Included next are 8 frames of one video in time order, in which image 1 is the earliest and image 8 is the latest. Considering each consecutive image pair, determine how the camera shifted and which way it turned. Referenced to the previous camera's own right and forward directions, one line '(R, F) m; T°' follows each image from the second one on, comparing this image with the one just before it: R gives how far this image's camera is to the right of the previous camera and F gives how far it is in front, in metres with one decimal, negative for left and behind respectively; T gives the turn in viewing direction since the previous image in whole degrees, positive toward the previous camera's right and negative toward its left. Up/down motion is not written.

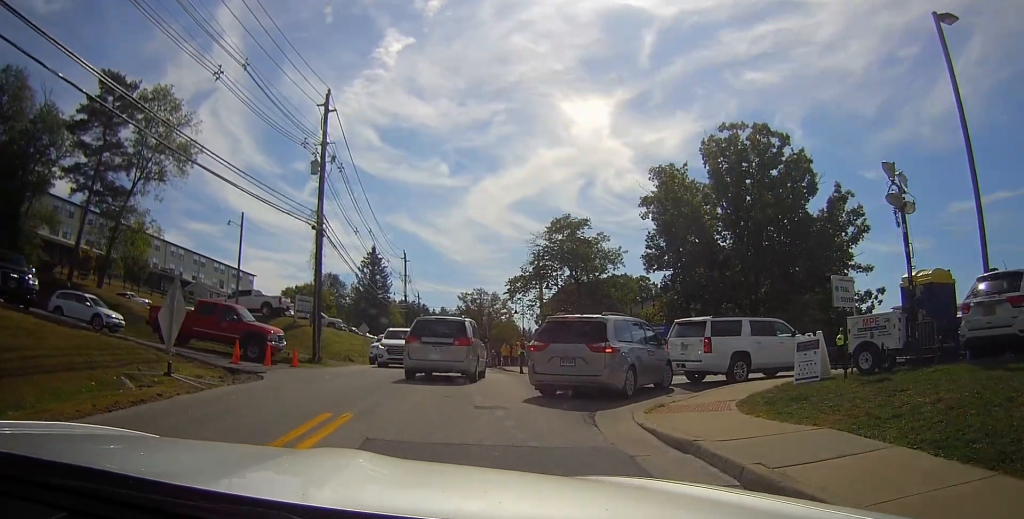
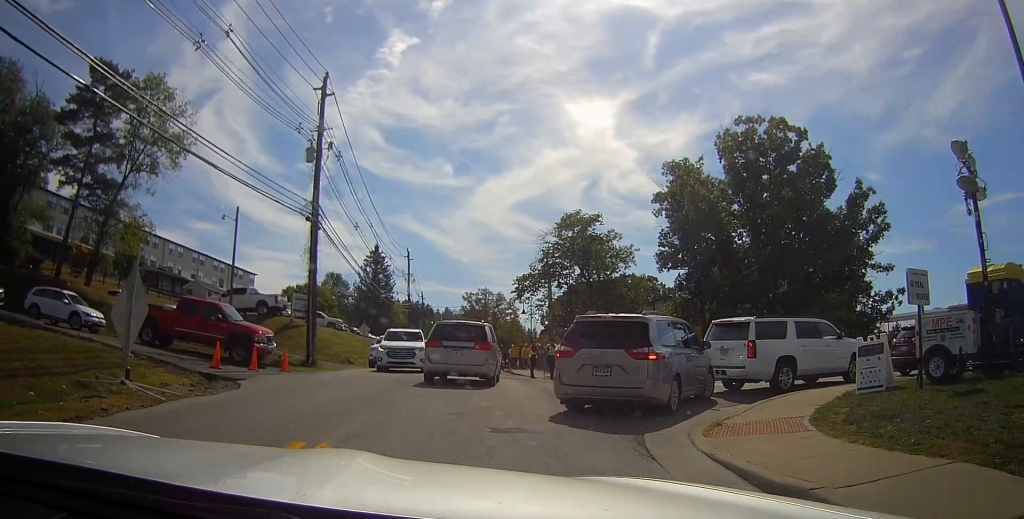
(0.0, +2.0) m; -1°
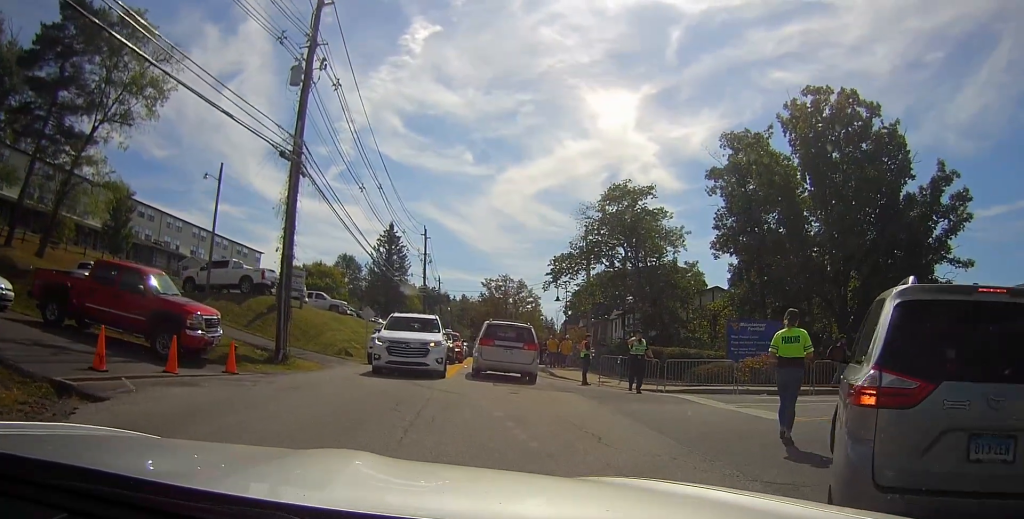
(-0.7, +7.3) m; -7°
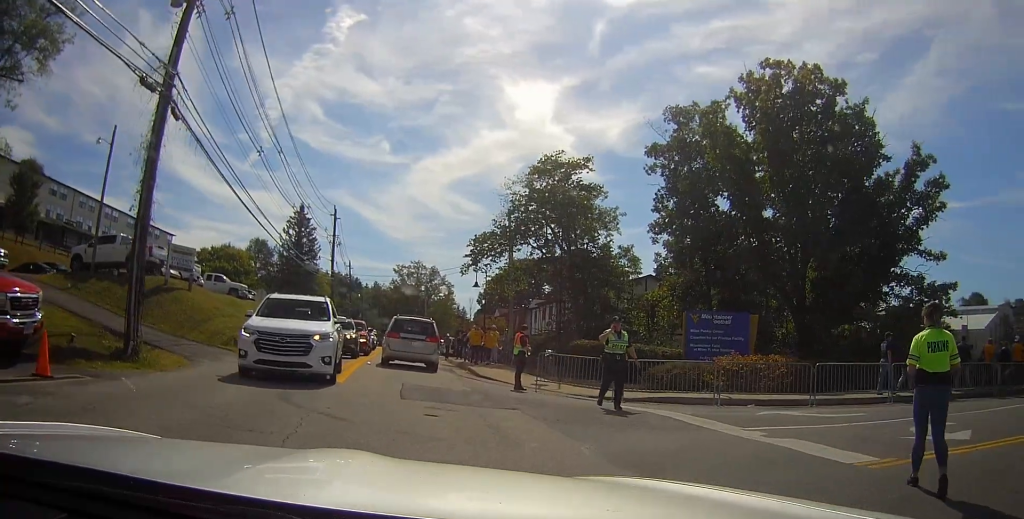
(0.0, +5.3) m; 0°
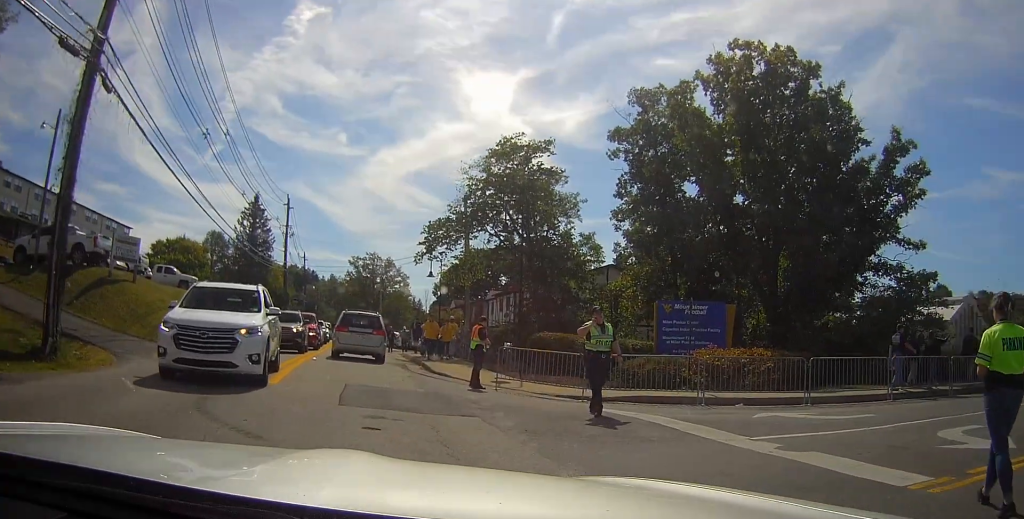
(-0.1, +2.0) m; +1°
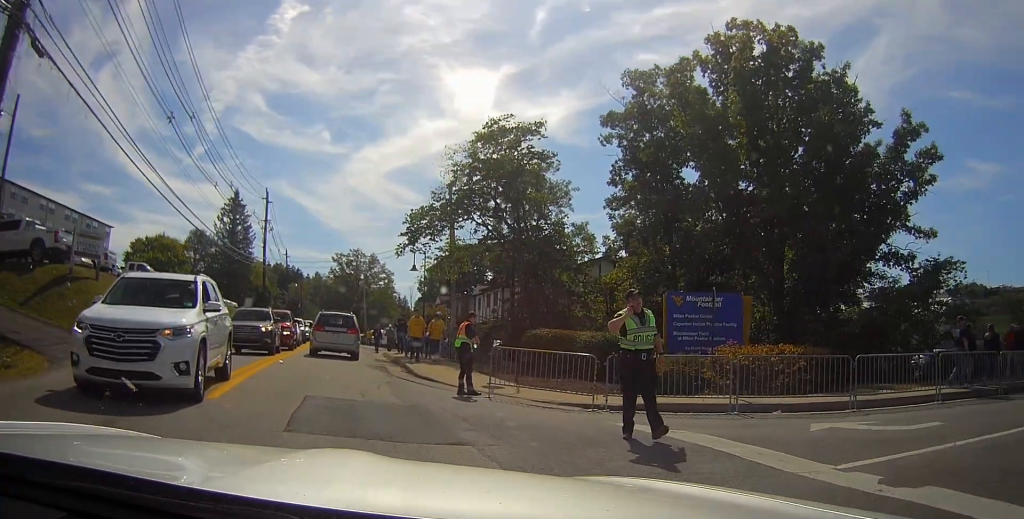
(+0.2, +2.8) m; +4°
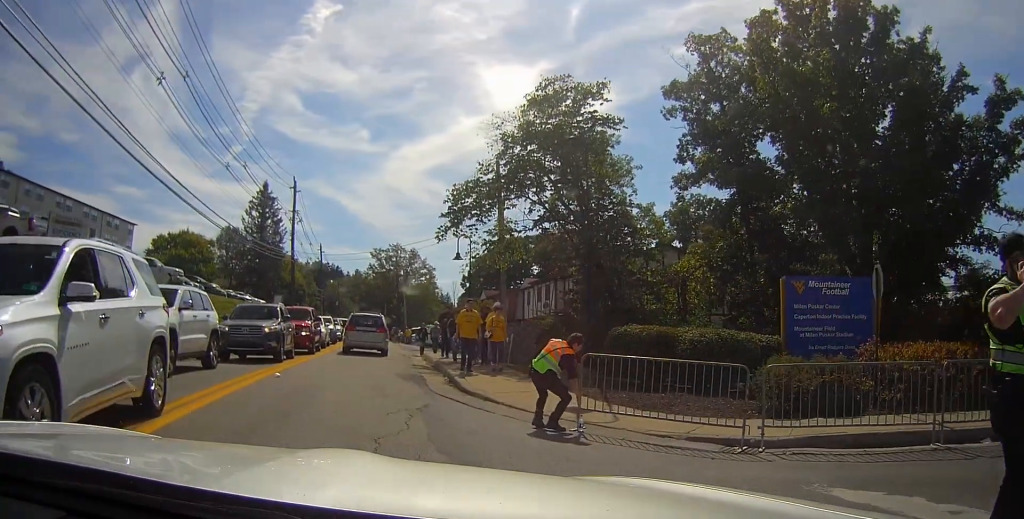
(+0.1, +5.3) m; -2°
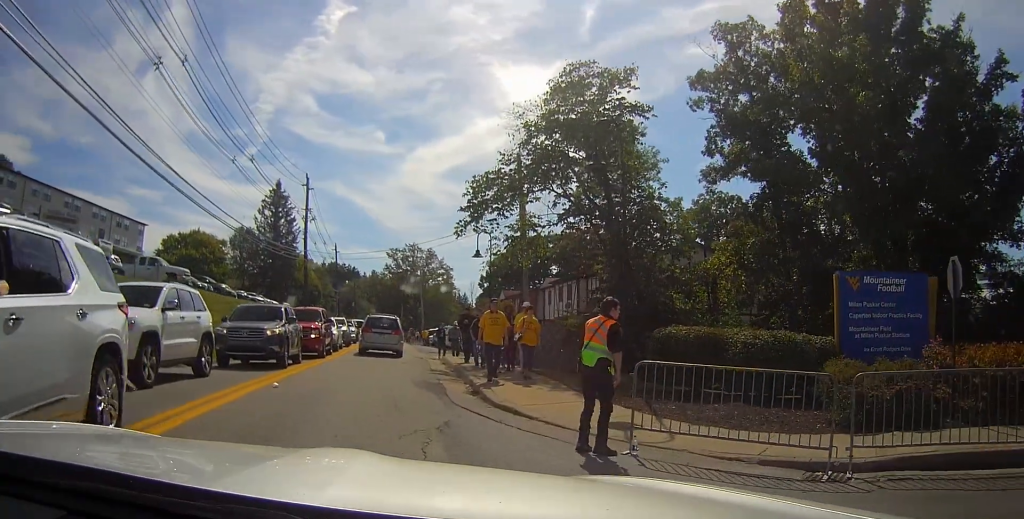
(-0.1, +1.8) m; -1°
